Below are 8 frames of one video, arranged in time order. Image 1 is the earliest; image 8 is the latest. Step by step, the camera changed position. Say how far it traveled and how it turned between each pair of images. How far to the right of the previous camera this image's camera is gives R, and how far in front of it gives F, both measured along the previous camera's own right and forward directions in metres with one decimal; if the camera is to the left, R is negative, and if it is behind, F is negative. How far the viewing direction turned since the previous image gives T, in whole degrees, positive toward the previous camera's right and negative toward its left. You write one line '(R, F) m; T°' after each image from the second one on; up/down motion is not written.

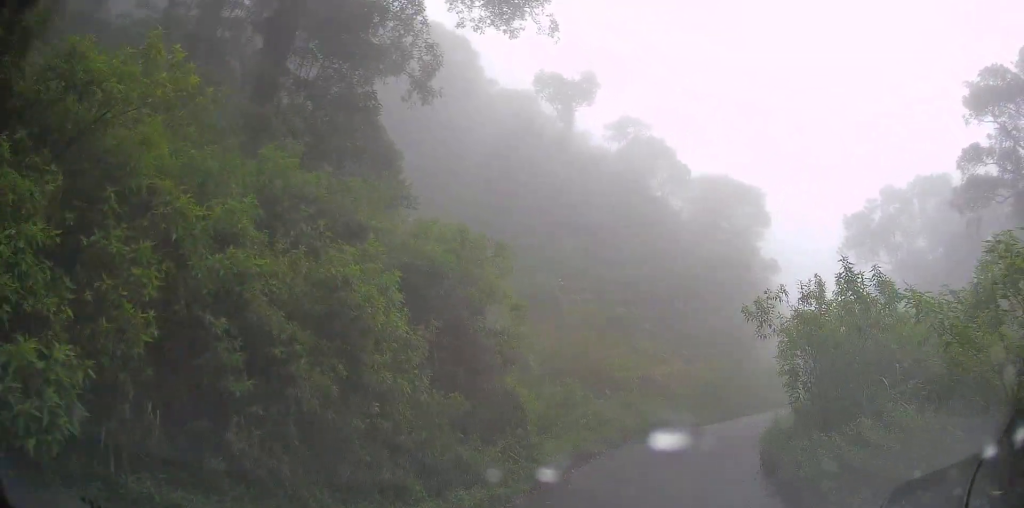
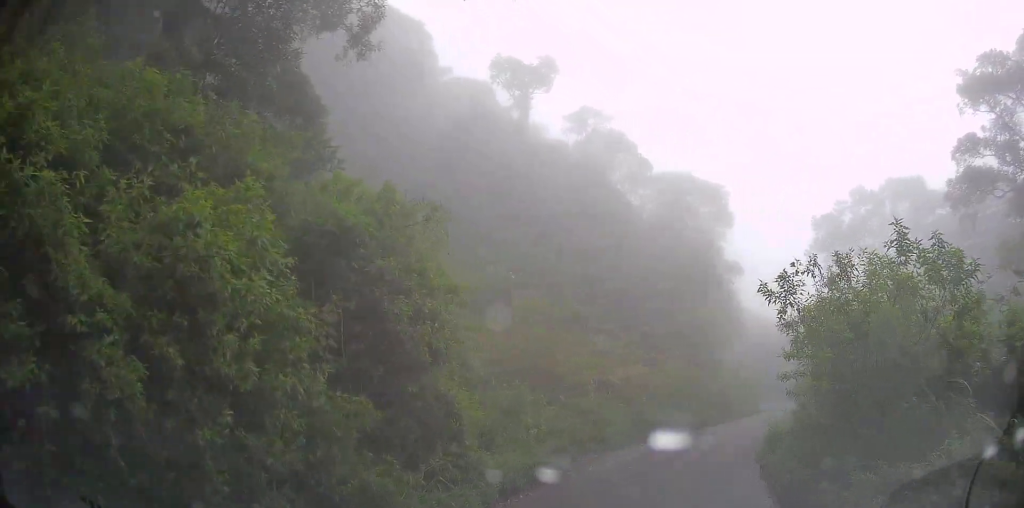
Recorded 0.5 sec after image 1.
(+0.3, +2.2) m; +7°
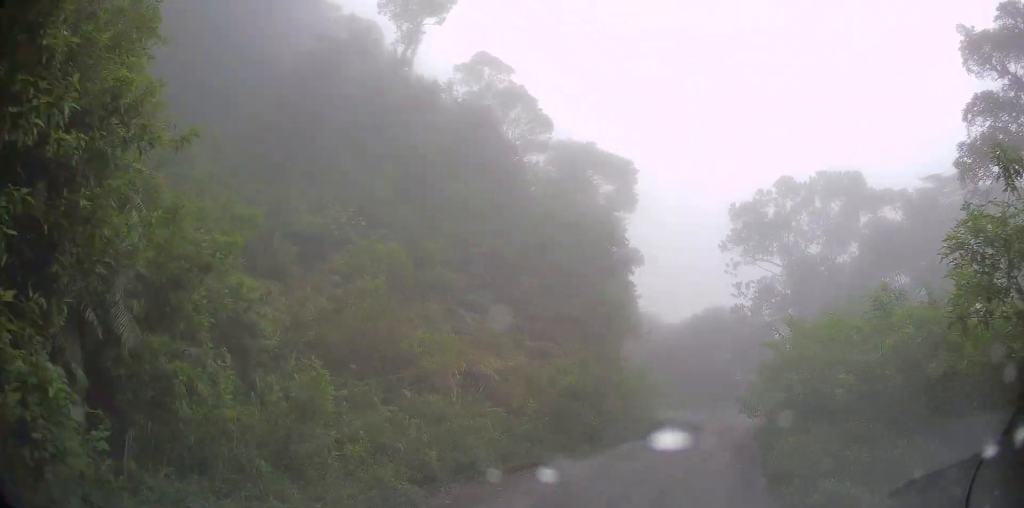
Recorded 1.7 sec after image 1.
(+0.6, +5.7) m; +10°
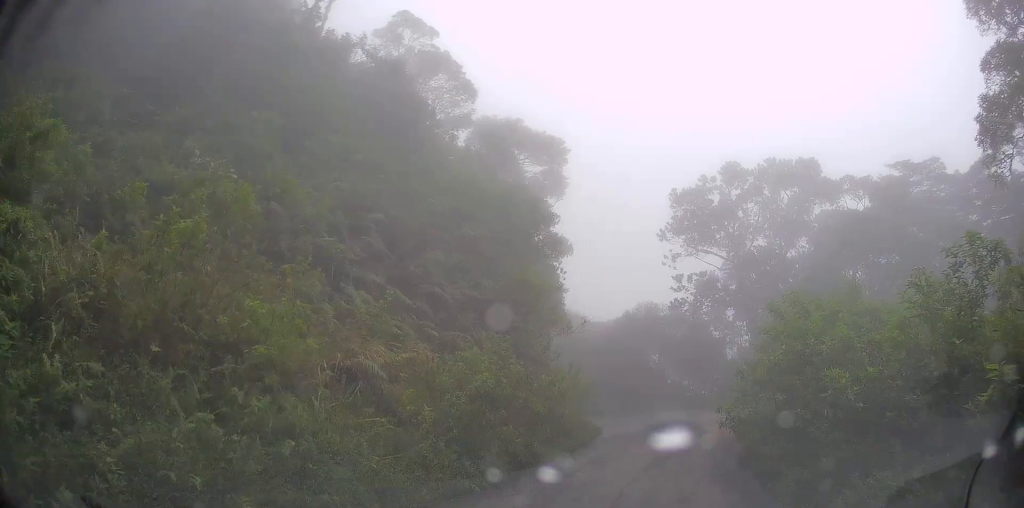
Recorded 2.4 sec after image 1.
(+0.1, +3.7) m; +7°
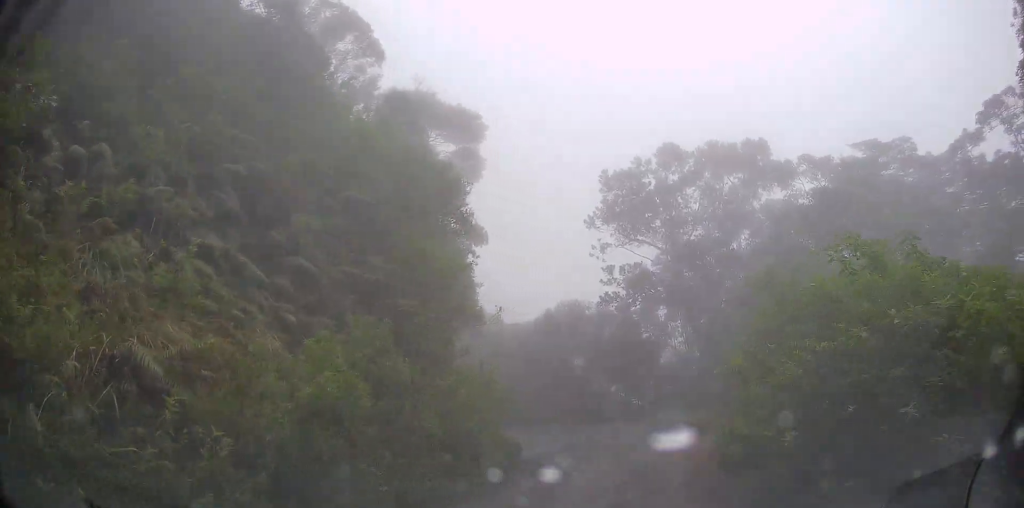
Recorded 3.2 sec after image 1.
(+0.3, +3.9) m; +7°
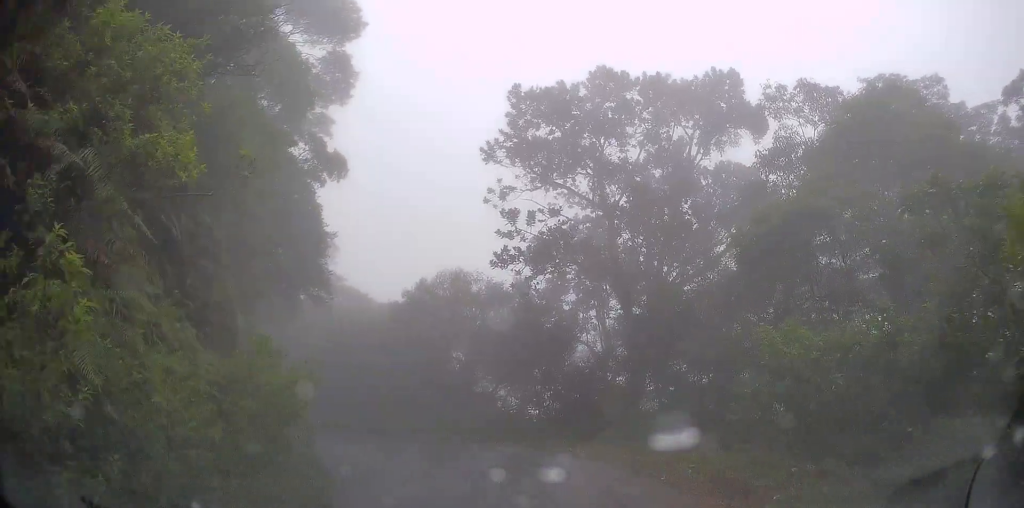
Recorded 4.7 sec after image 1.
(+0.9, +8.3) m; +4°
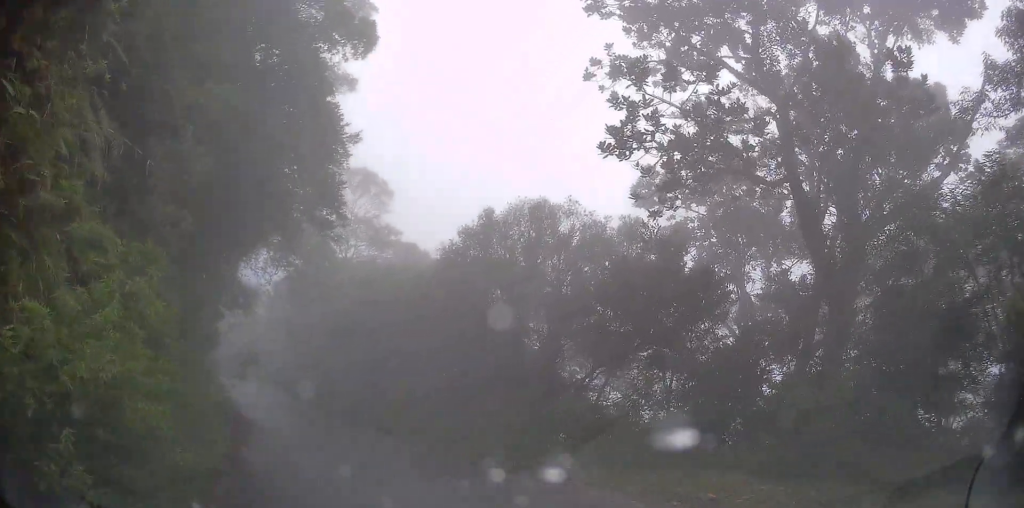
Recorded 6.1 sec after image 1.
(-0.8, +7.4) m; -11°
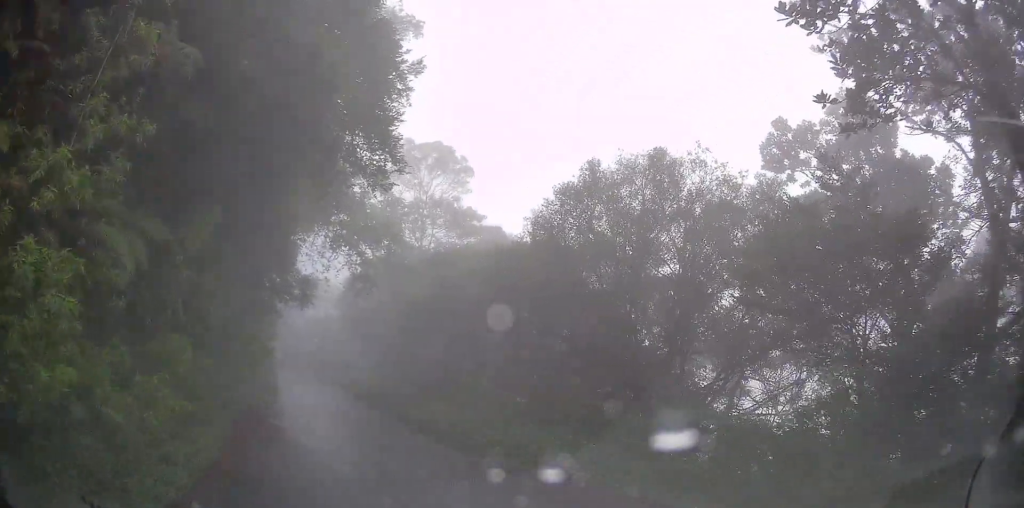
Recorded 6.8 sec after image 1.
(-0.1, +3.4) m; -5°
